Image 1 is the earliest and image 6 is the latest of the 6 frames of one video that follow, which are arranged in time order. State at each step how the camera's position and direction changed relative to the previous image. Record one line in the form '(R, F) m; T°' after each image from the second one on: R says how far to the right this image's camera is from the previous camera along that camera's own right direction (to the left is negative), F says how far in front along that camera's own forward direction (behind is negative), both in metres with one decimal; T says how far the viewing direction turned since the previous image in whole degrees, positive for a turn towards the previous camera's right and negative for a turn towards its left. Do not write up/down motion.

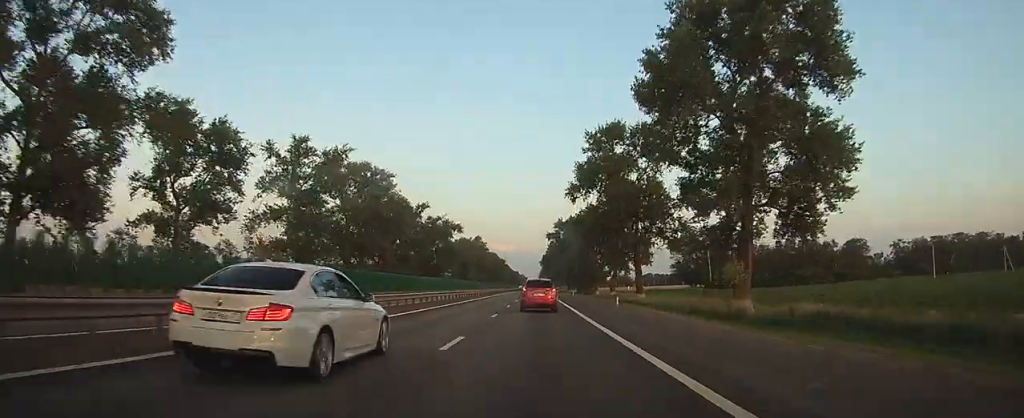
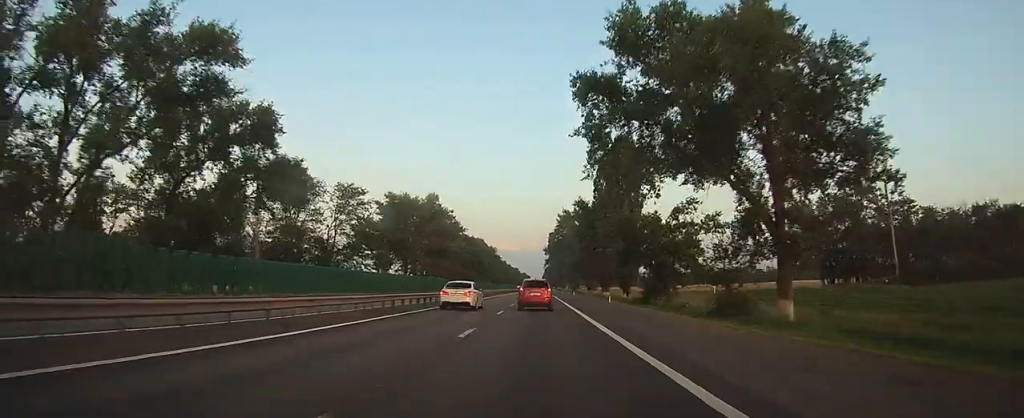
(+0.3, +90.2) m; 0°
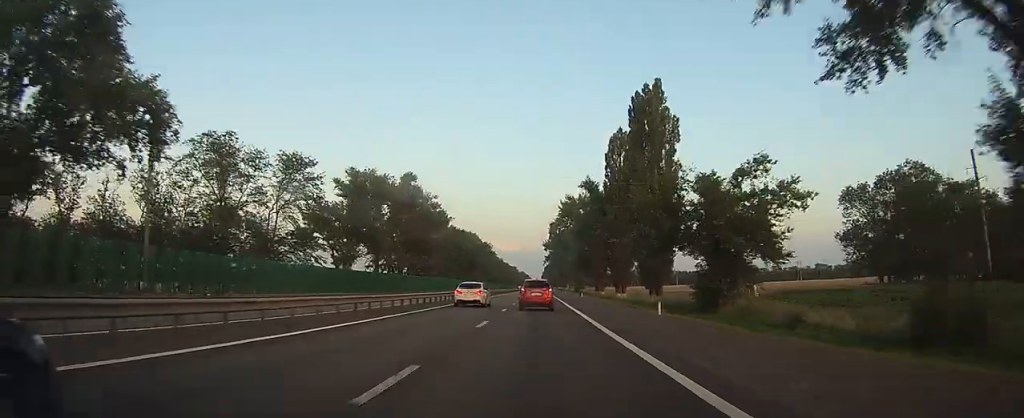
(0.0, +18.4) m; 0°
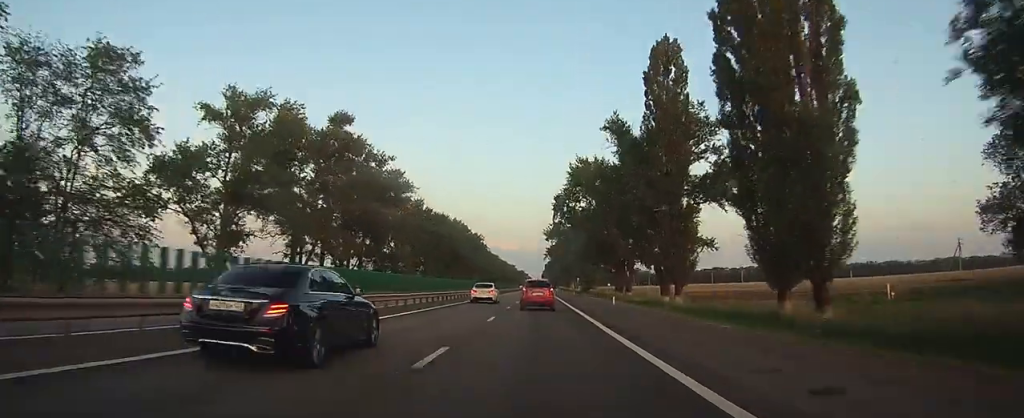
(0.0, +29.9) m; 0°
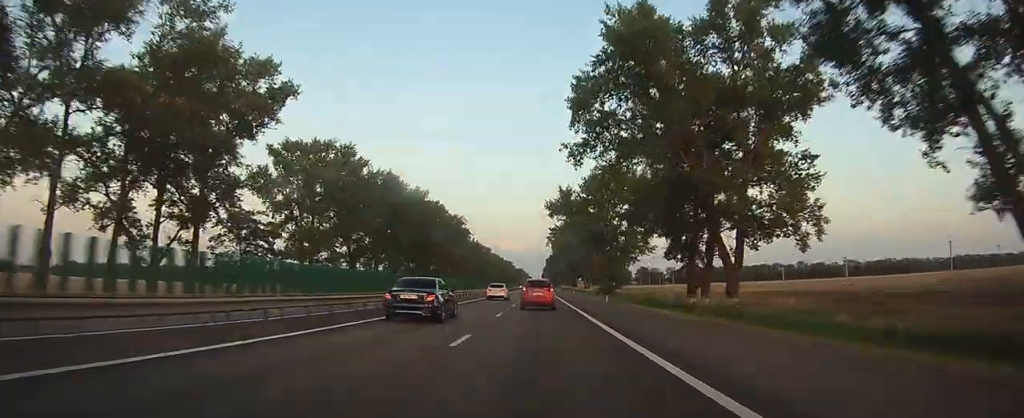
(0.0, +42.4) m; 0°
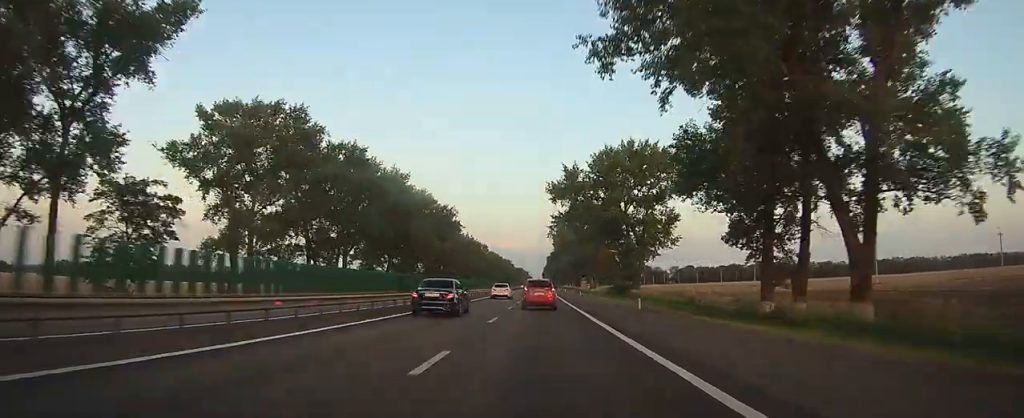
(0.0, +17.5) m; 0°
